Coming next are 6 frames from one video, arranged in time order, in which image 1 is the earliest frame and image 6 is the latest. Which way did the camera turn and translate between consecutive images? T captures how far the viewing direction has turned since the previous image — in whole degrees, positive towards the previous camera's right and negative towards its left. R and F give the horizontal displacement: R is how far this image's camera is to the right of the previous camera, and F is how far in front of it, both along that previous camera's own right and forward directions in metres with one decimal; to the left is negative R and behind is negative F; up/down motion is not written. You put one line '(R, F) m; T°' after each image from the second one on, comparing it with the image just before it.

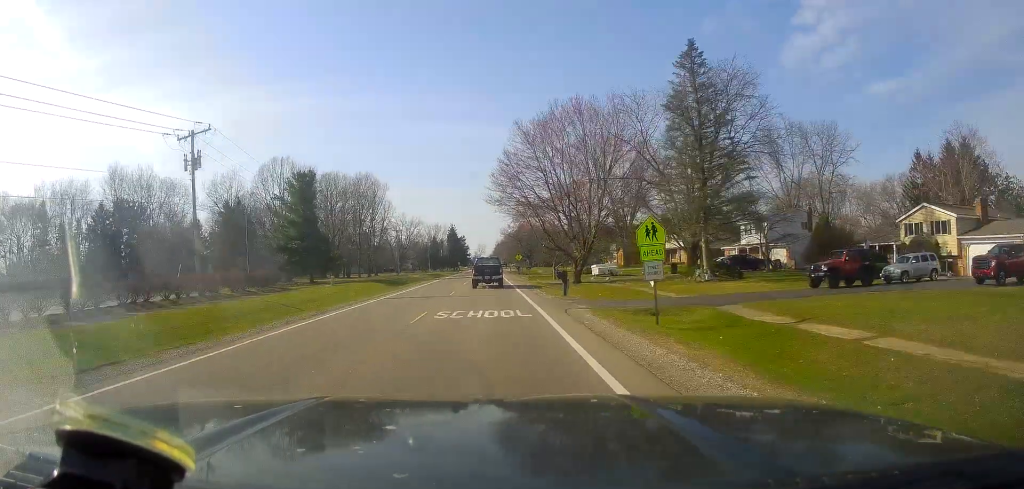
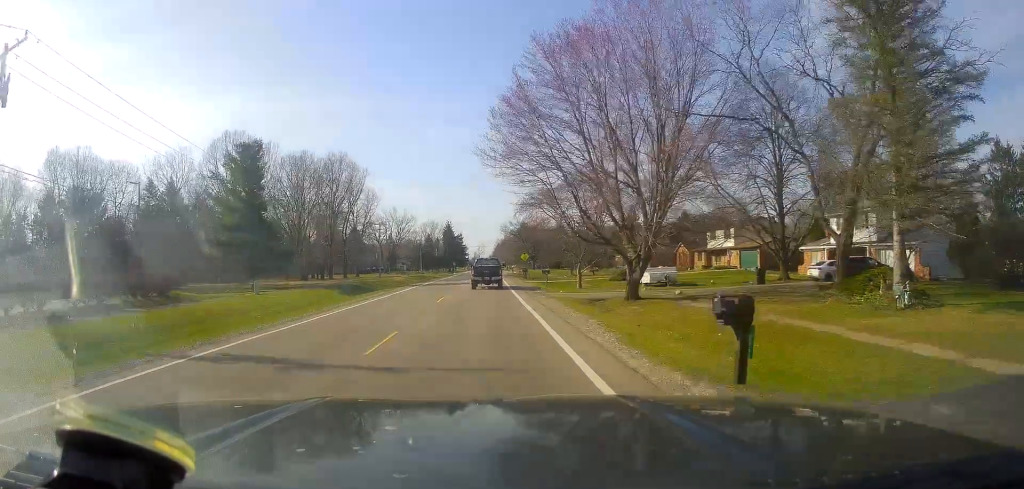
(+0.6, +20.8) m; +2°
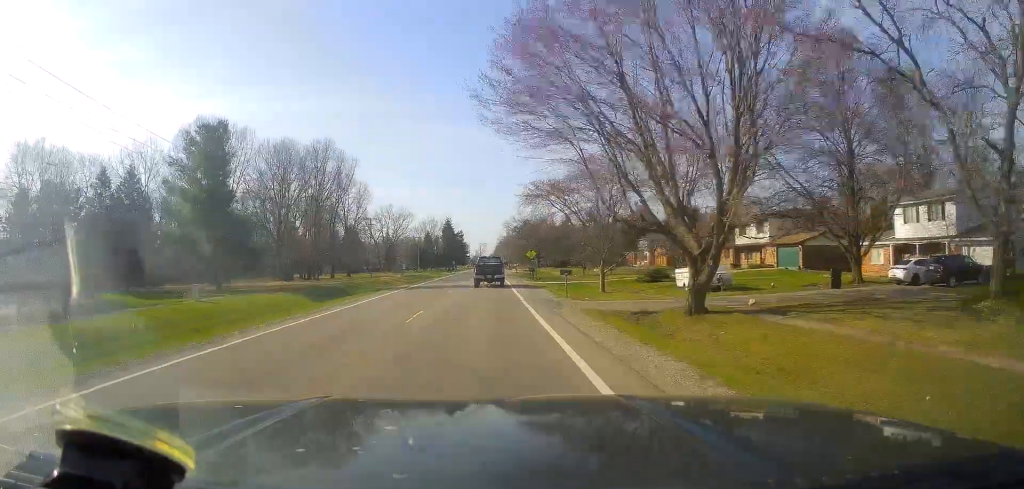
(+0.1, +9.6) m; 0°
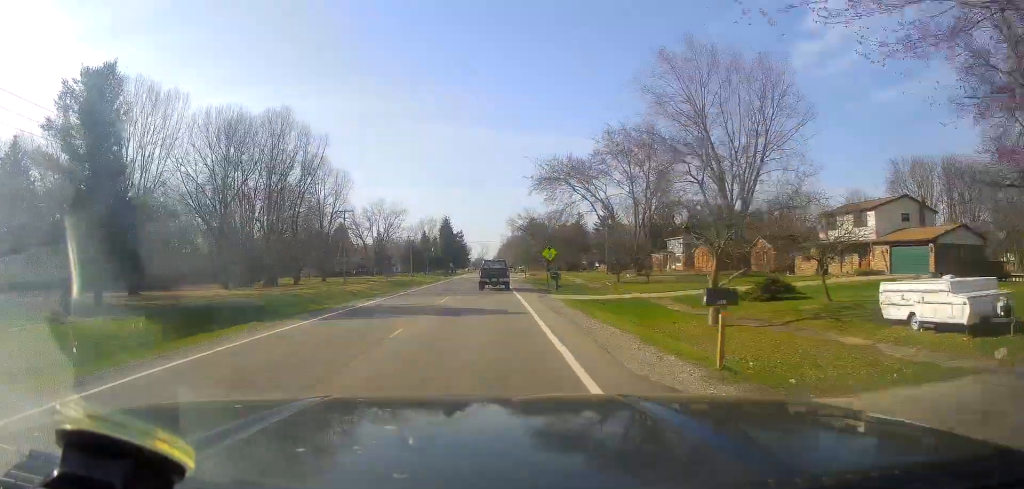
(0.0, +20.0) m; -1°
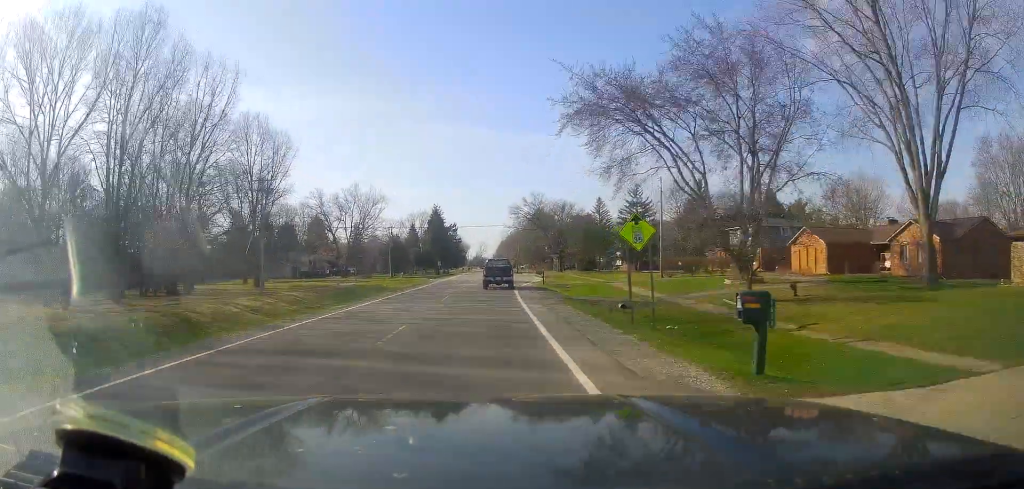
(-0.2, +29.4) m; -1°
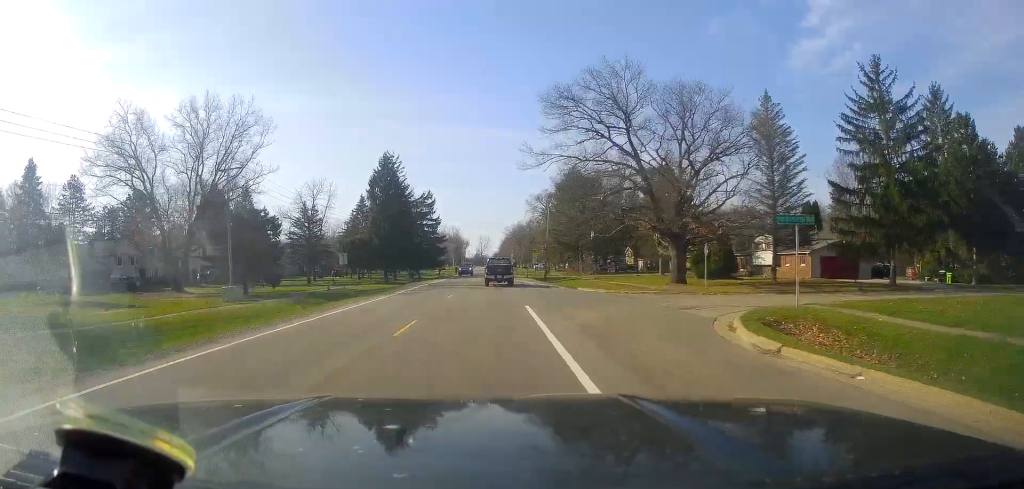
(+0.4, +73.3) m; 0°
